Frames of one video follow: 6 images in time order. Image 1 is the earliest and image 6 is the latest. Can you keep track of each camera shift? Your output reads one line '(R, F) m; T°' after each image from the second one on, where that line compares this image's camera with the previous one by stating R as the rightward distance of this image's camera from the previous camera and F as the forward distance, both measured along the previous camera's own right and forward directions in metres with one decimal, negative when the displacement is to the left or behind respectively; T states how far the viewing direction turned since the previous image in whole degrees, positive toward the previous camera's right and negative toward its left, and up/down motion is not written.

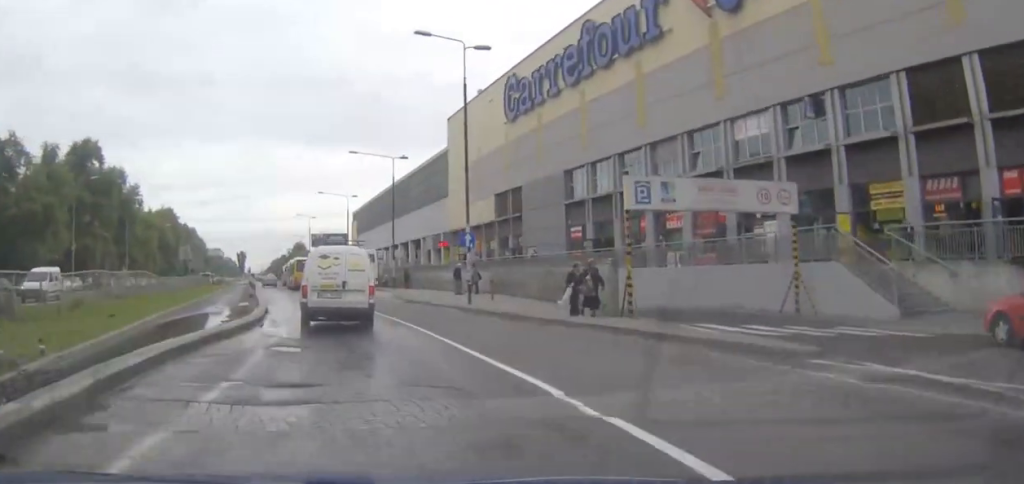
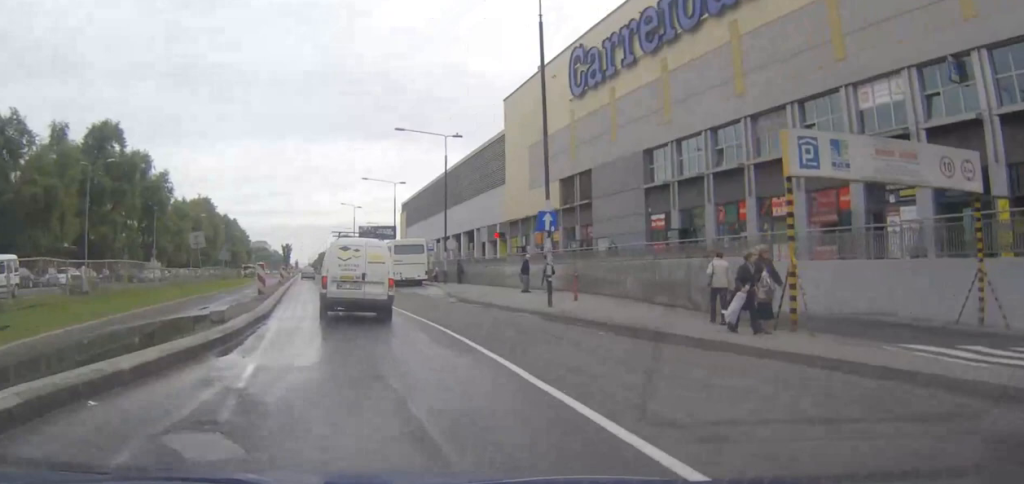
(-0.1, +7.5) m; -2°
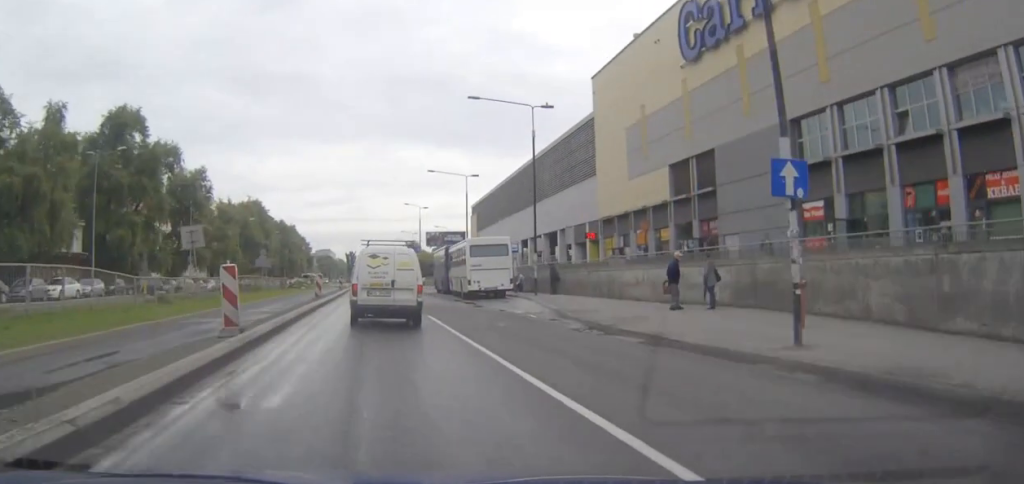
(-0.4, +11.8) m; -3°
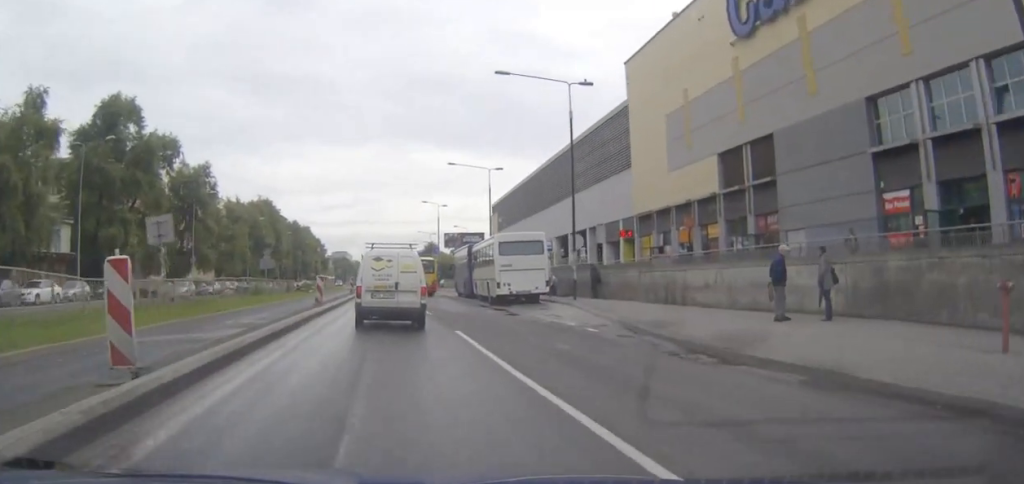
(-0.1, +5.7) m; -1°
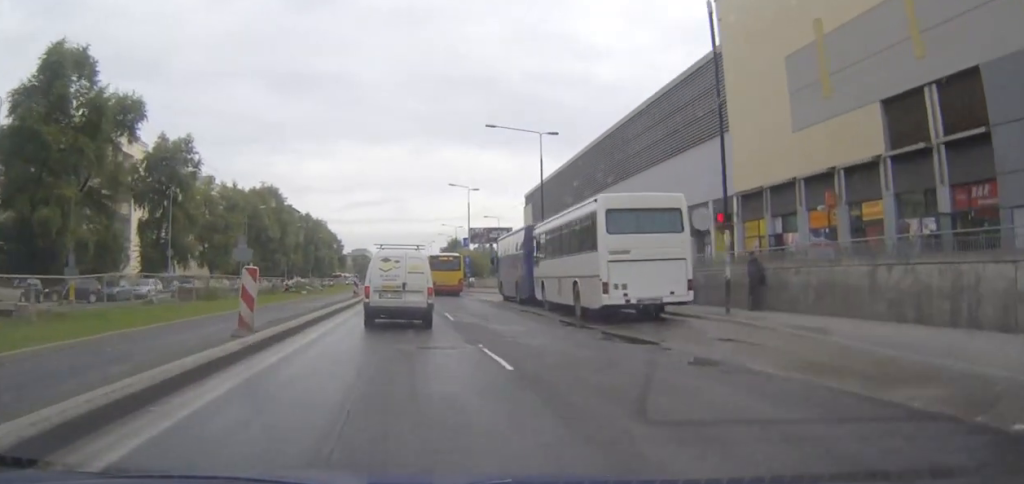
(-0.5, +15.4) m; -2°
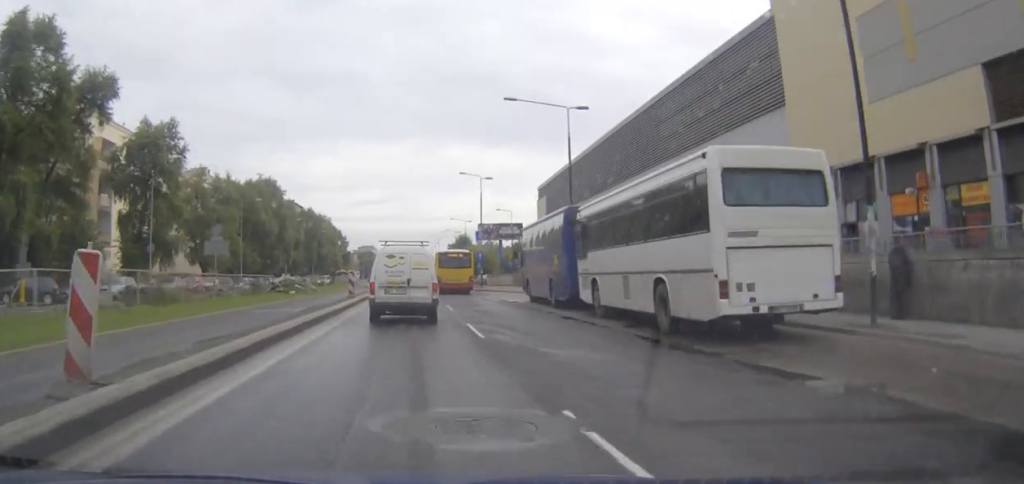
(0.0, +6.9) m; 0°
